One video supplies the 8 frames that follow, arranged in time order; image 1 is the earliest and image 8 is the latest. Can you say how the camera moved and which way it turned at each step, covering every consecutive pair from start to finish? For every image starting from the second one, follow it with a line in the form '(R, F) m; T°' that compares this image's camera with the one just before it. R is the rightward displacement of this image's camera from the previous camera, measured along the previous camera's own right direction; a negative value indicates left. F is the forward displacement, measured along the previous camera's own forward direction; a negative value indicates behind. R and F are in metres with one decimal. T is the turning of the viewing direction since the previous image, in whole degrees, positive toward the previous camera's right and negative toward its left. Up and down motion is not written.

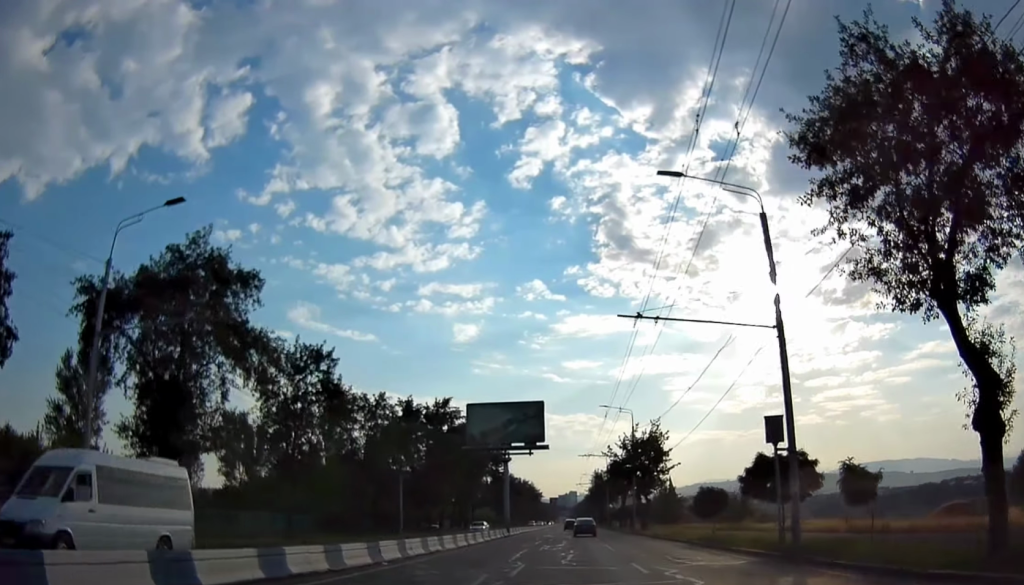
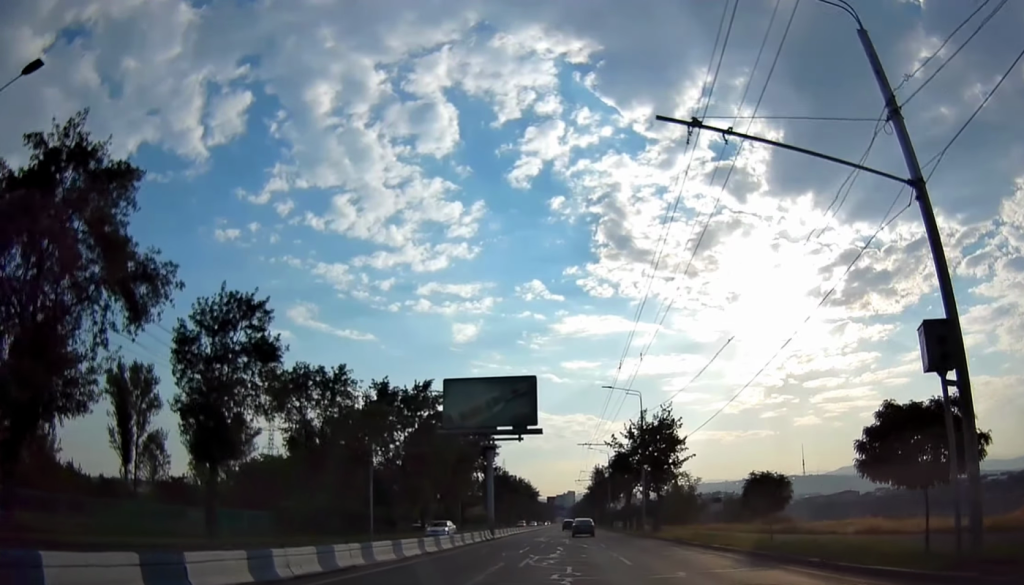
(-0.1, +9.6) m; +1°
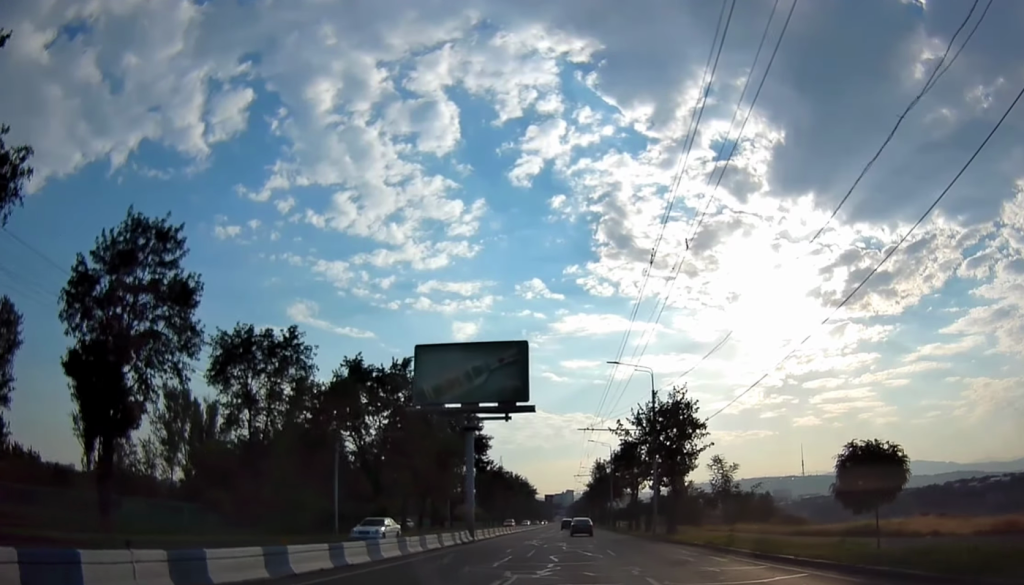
(+0.4, +8.5) m; +1°
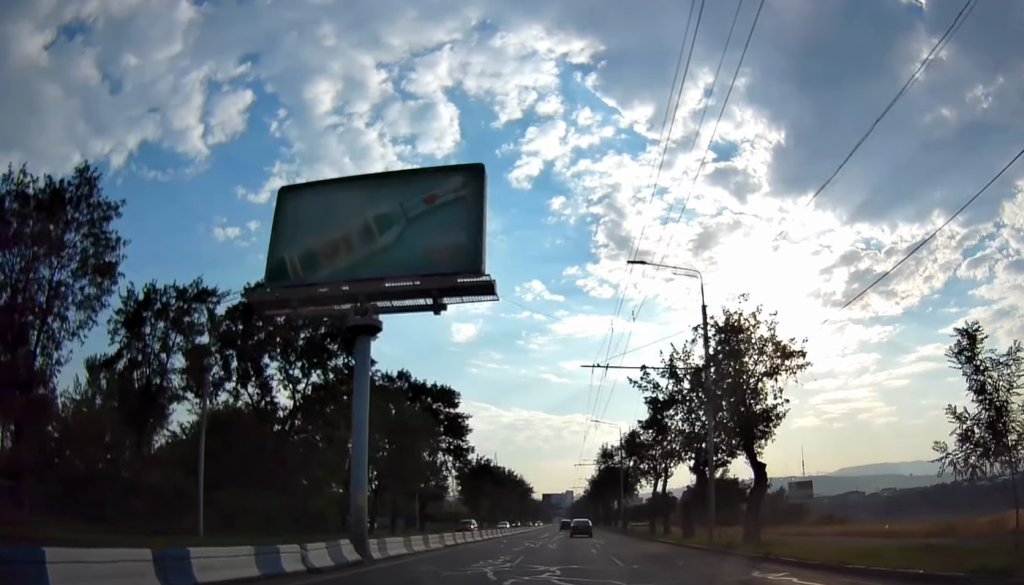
(+0.2, +19.2) m; 0°
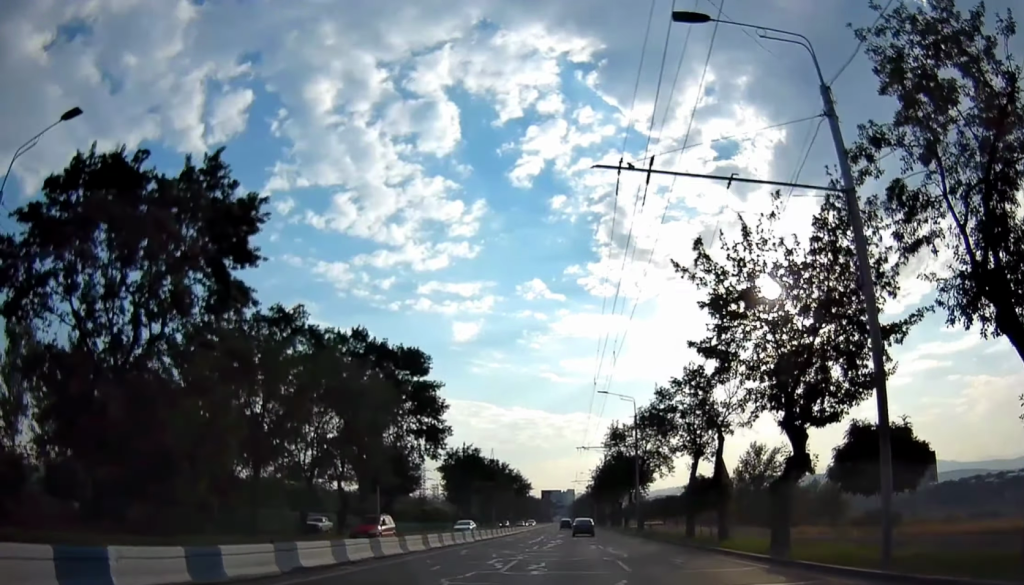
(0.0, +15.9) m; 0°
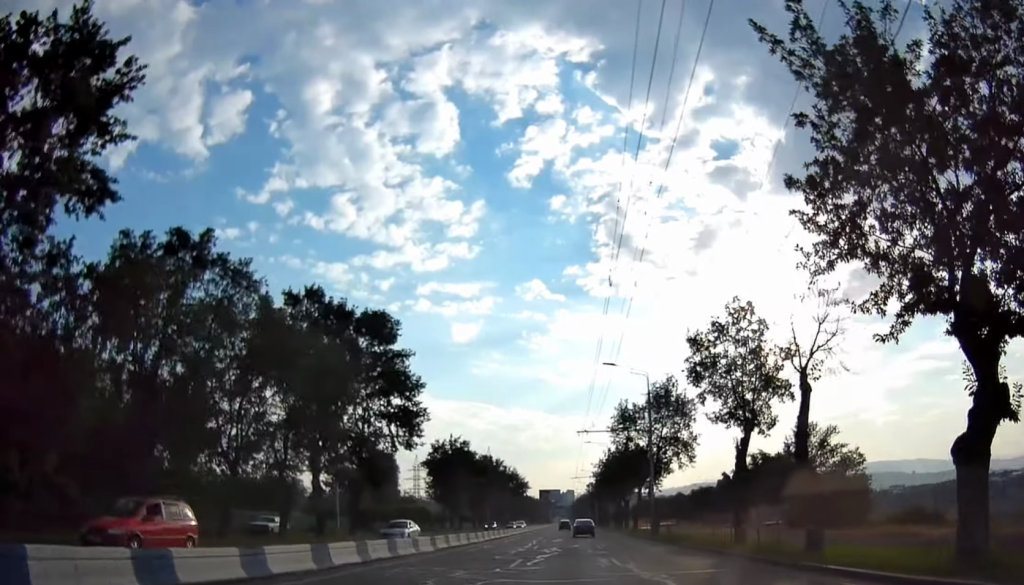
(+0.1, +10.6) m; -1°
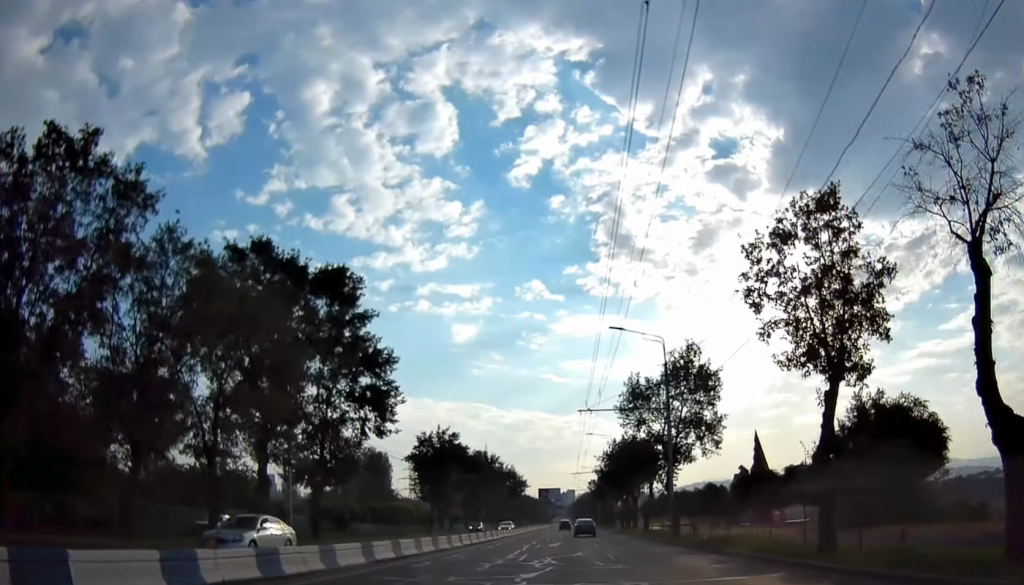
(+0.3, +8.8) m; -1°
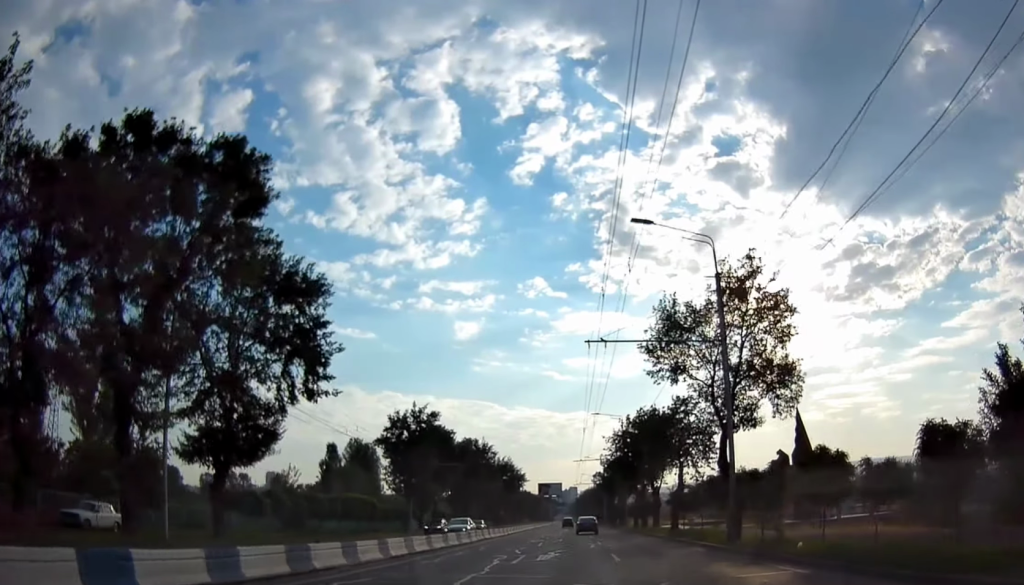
(-0.8, +14.1) m; -1°
